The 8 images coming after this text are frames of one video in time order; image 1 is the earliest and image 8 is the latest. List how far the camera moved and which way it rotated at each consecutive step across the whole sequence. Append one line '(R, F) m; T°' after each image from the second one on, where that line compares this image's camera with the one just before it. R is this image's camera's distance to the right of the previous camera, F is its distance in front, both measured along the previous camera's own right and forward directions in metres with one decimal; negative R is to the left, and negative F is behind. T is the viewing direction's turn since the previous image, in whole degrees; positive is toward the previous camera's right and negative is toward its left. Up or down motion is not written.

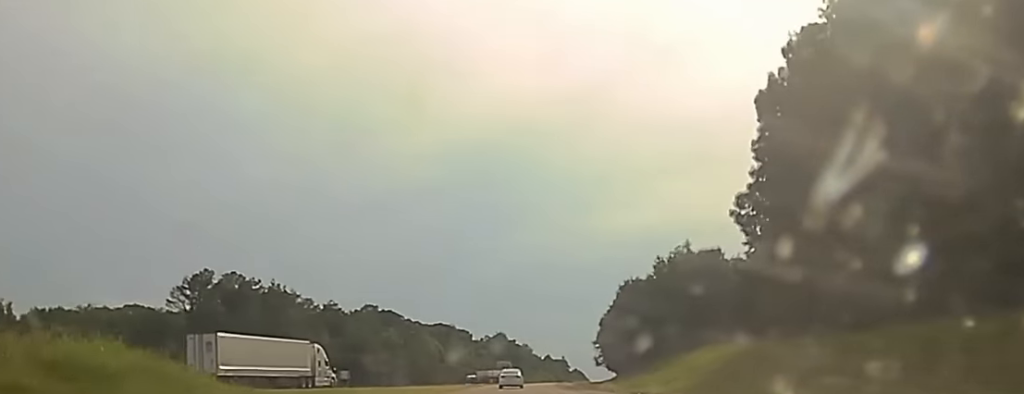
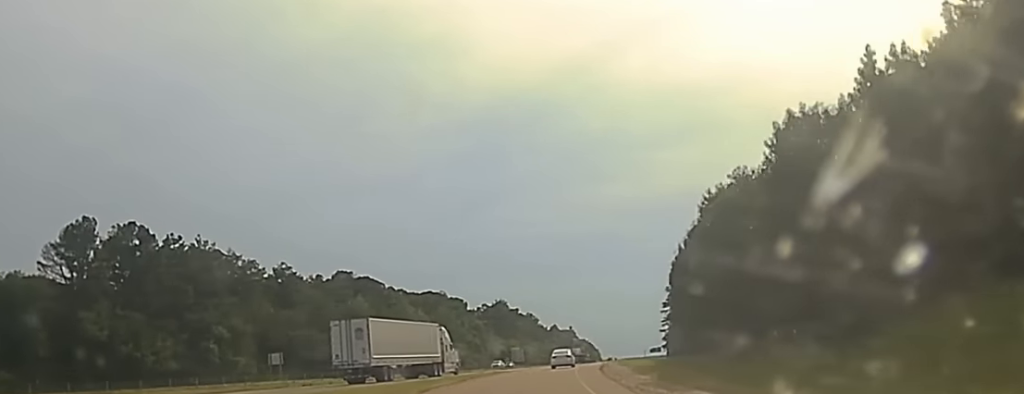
(-2.5, +59.6) m; -3°
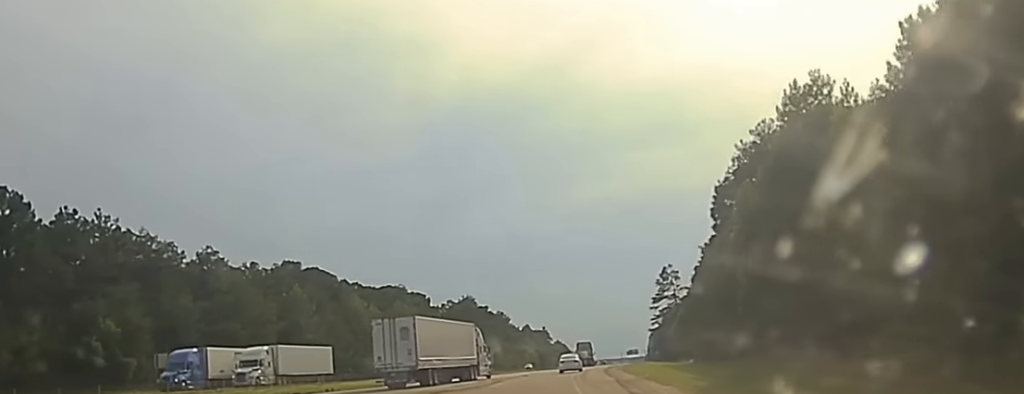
(+0.3, +33.1) m; +1°
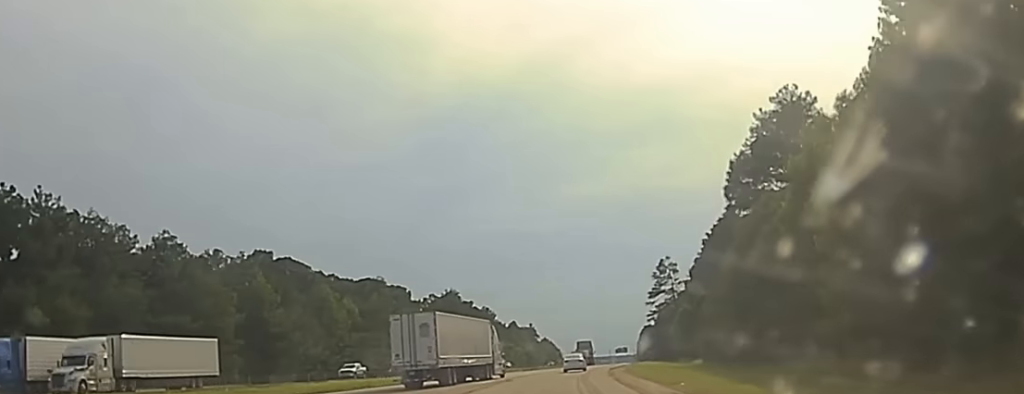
(+0.1, +17.0) m; +1°
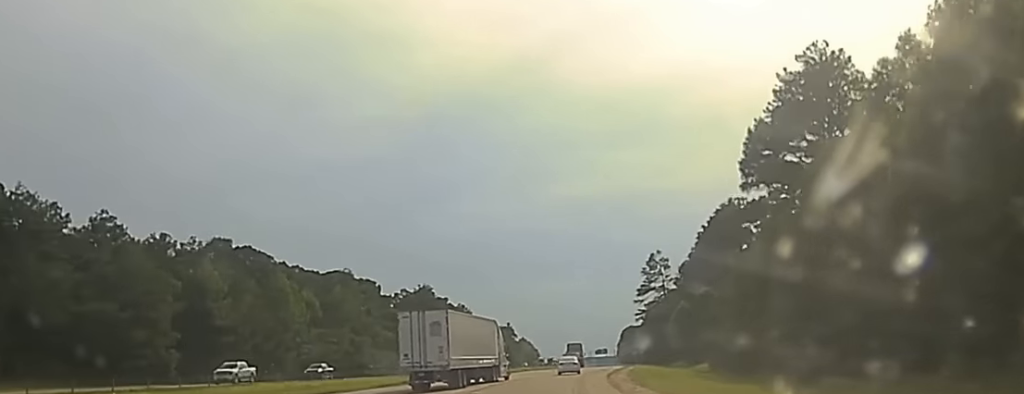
(+0.1, +19.6) m; +1°
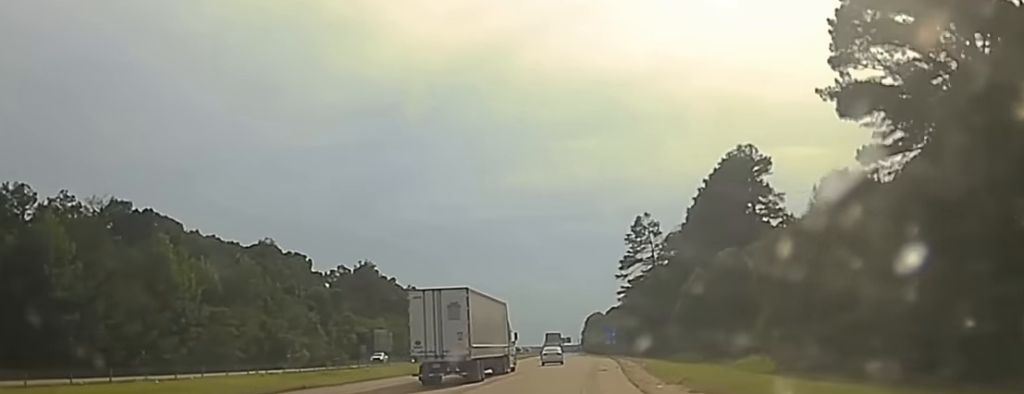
(+0.6, +42.9) m; +2°
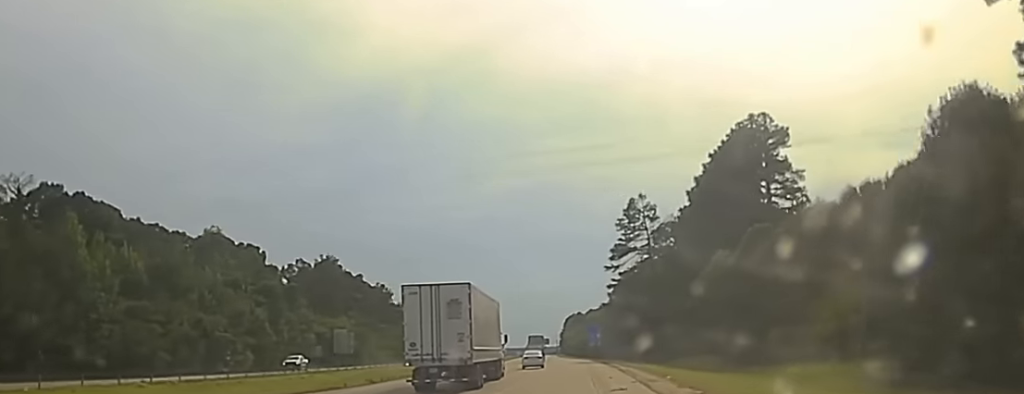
(+0.3, +22.2) m; +1°
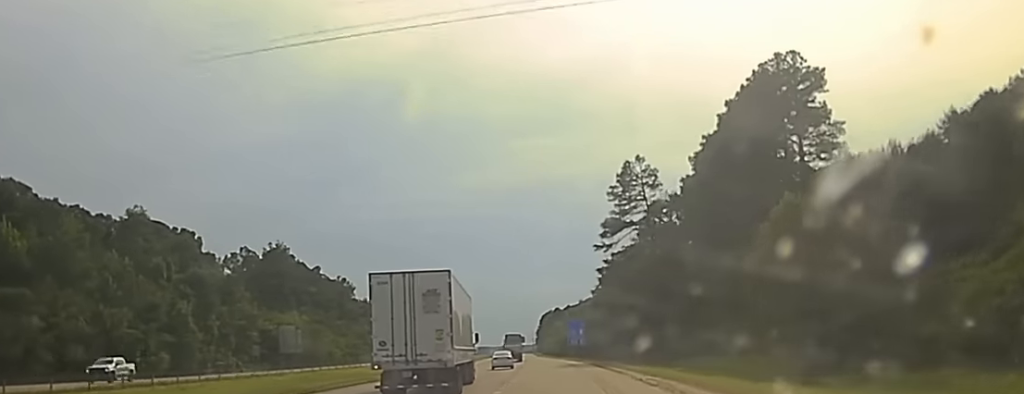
(+0.3, +26.8) m; +1°
